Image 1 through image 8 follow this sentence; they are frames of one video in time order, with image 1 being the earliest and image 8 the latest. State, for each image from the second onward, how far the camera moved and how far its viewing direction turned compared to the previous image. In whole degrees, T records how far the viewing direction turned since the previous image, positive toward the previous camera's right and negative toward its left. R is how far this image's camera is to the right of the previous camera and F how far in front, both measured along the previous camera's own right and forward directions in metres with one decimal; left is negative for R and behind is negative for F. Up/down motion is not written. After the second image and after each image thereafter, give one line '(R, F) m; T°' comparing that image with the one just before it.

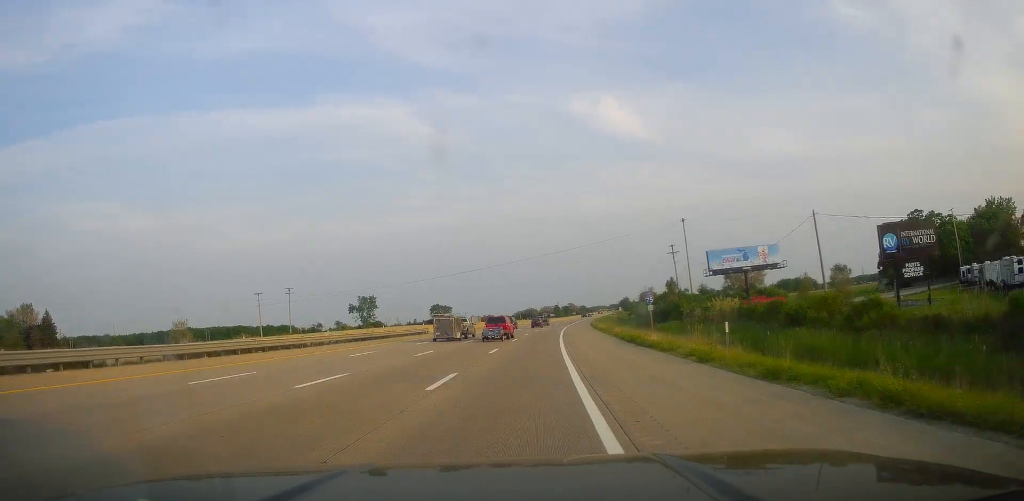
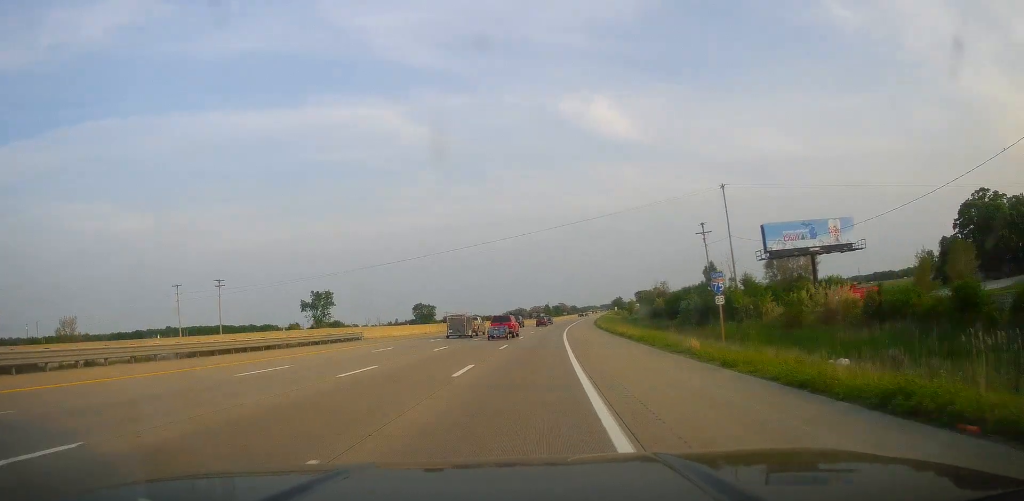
(-0.1, +27.4) m; +1°
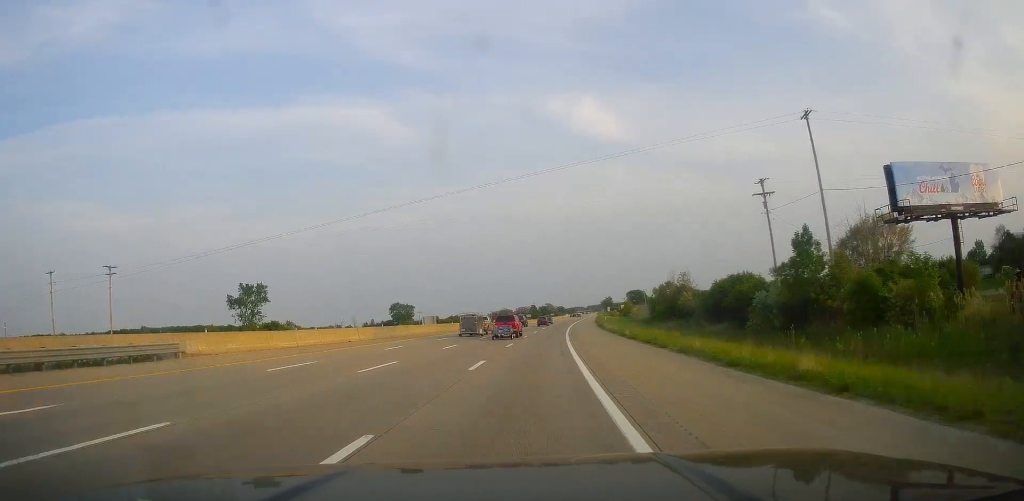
(+0.4, +28.5) m; +2°
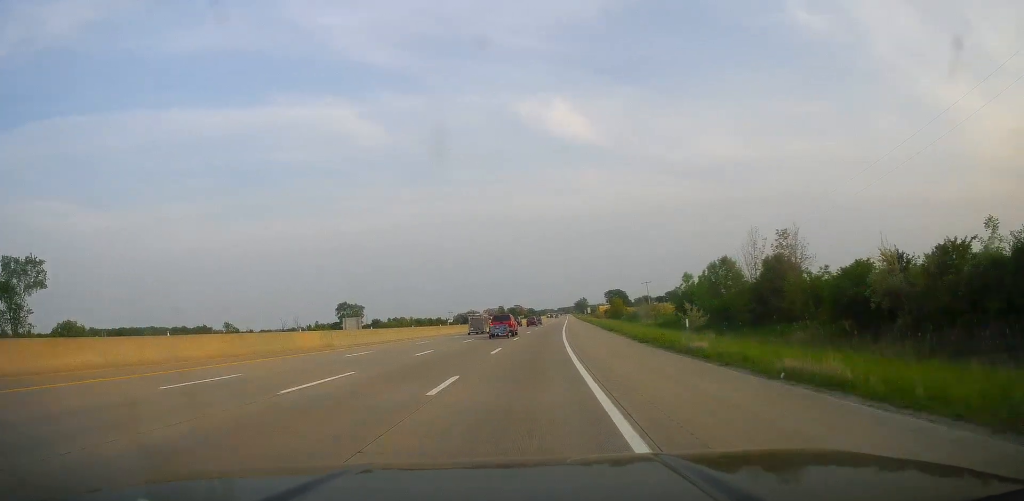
(+1.8, +51.9) m; +3°
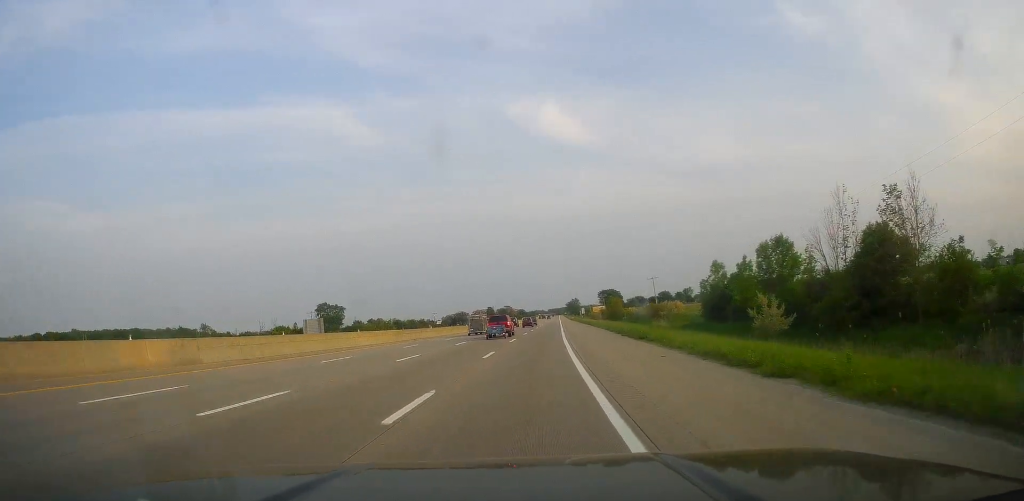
(+0.1, +18.8) m; +1°
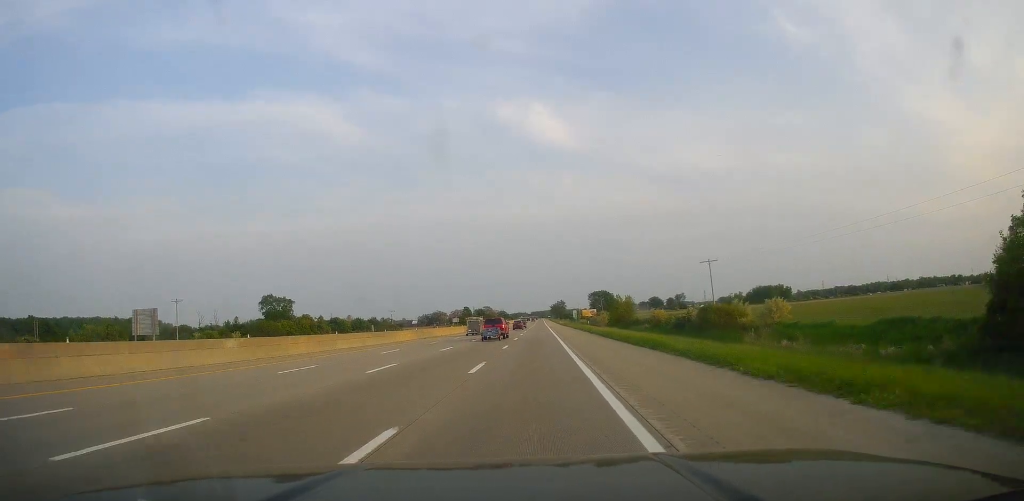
(+1.0, +50.7) m; +2°
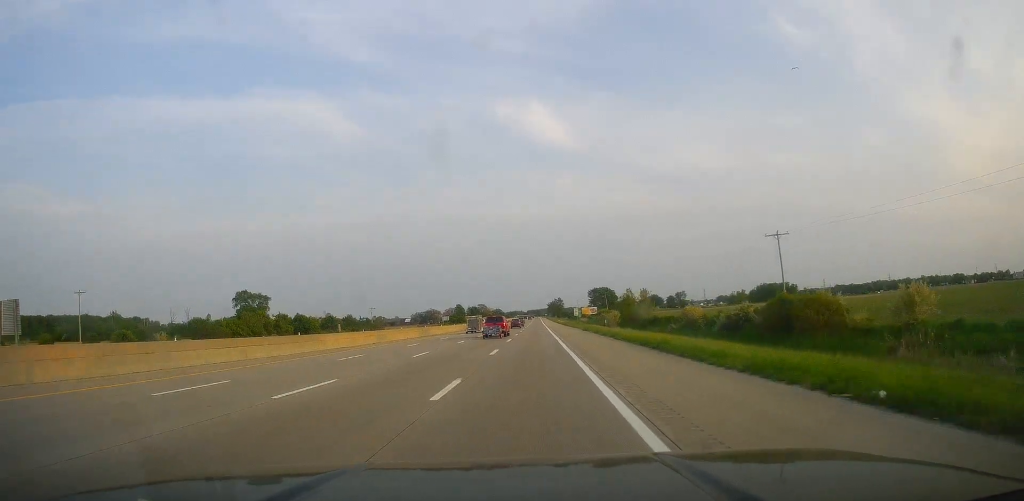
(+0.1, +23.0) m; 0°
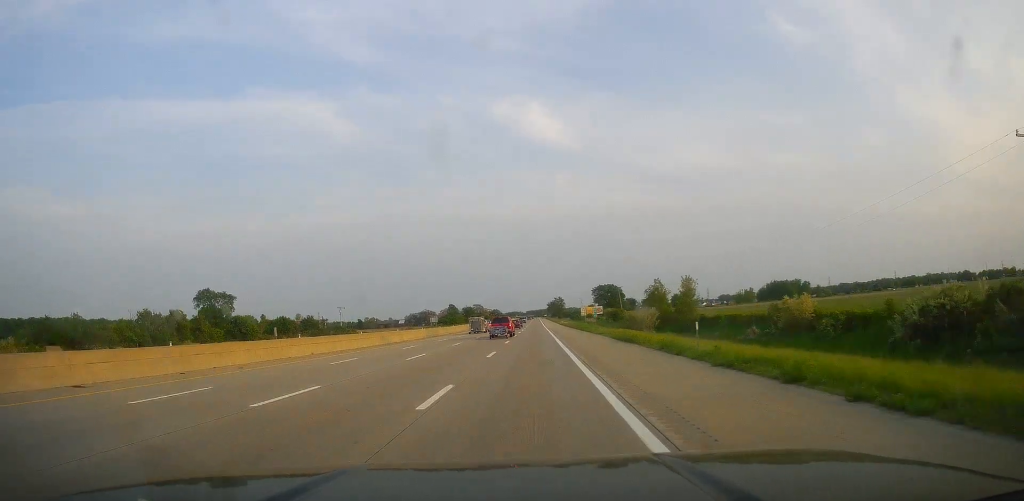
(+0.1, +31.7) m; 0°
